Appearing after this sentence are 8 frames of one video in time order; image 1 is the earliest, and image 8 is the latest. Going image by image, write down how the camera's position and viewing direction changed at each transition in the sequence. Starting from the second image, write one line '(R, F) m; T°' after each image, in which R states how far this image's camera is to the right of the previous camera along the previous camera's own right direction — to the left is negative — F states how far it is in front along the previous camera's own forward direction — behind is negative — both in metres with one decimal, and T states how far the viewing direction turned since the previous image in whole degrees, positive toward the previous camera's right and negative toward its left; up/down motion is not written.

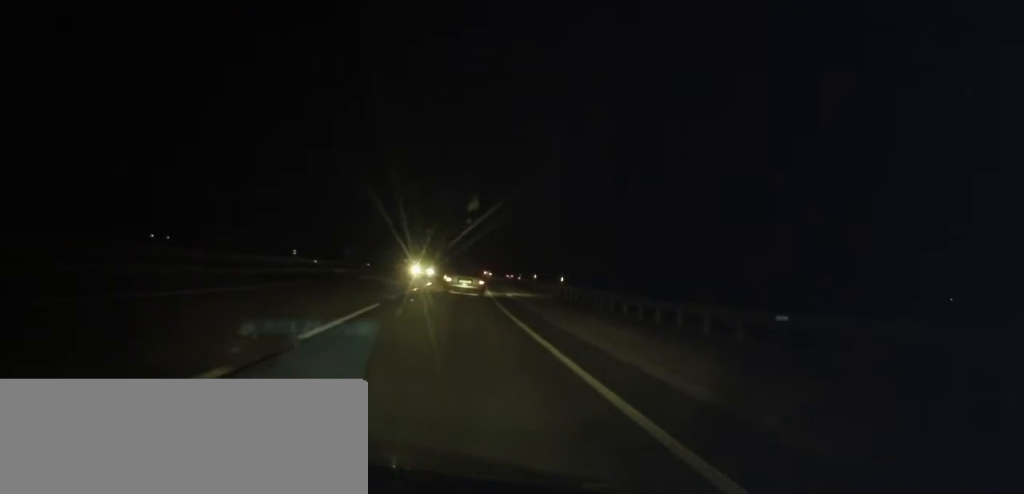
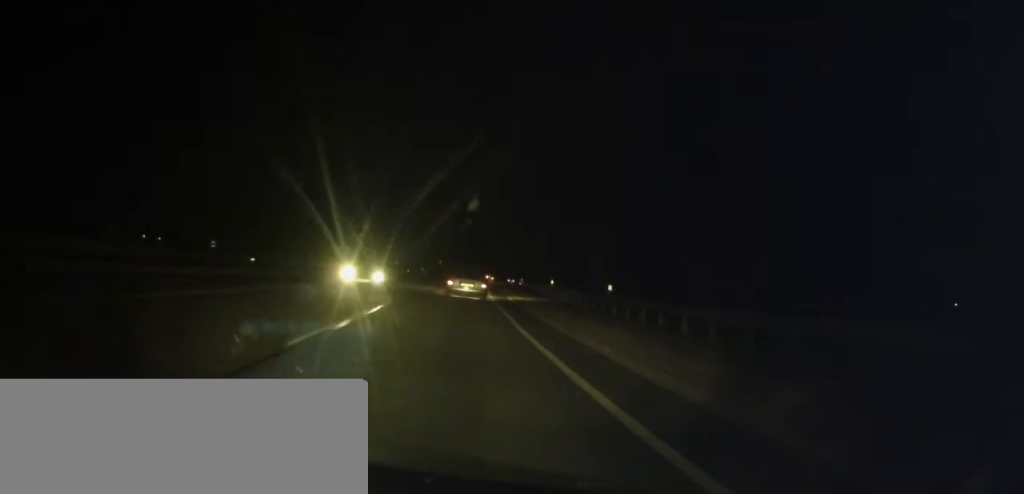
(+0.4, +12.5) m; 0°
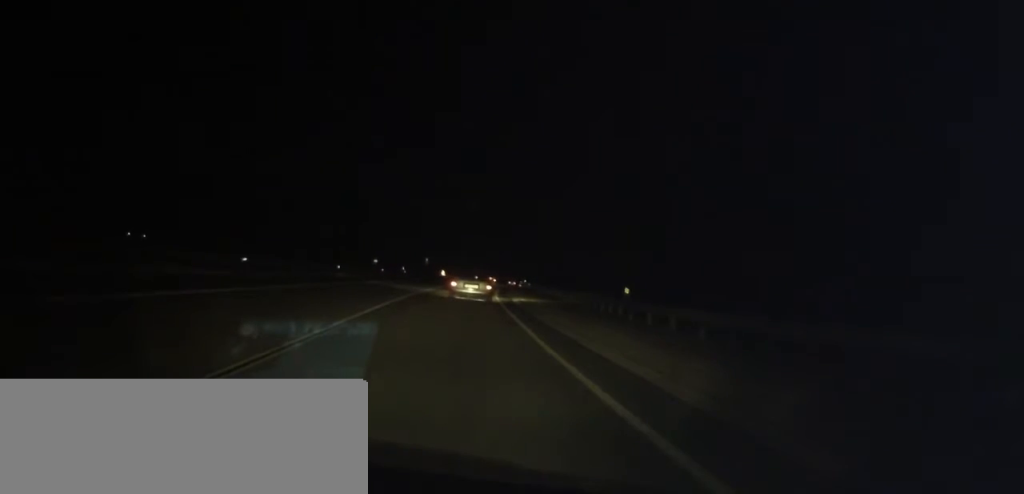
(0.0, +21.2) m; 0°
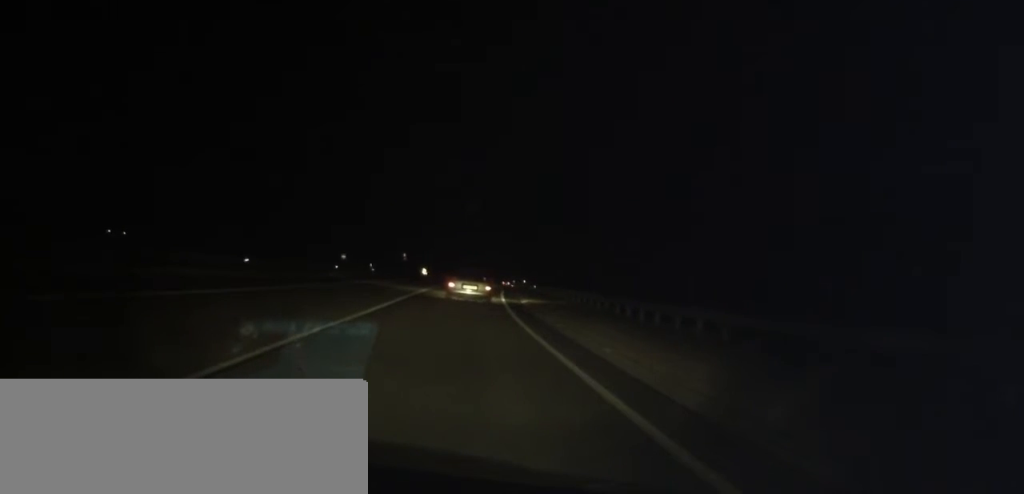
(0.0, +19.0) m; 0°
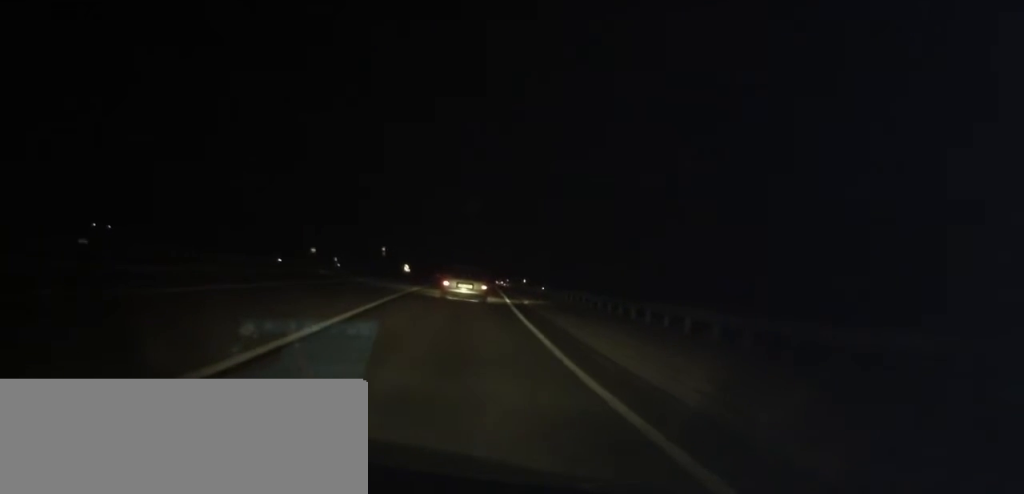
(+0.2, +13.5) m; 0°
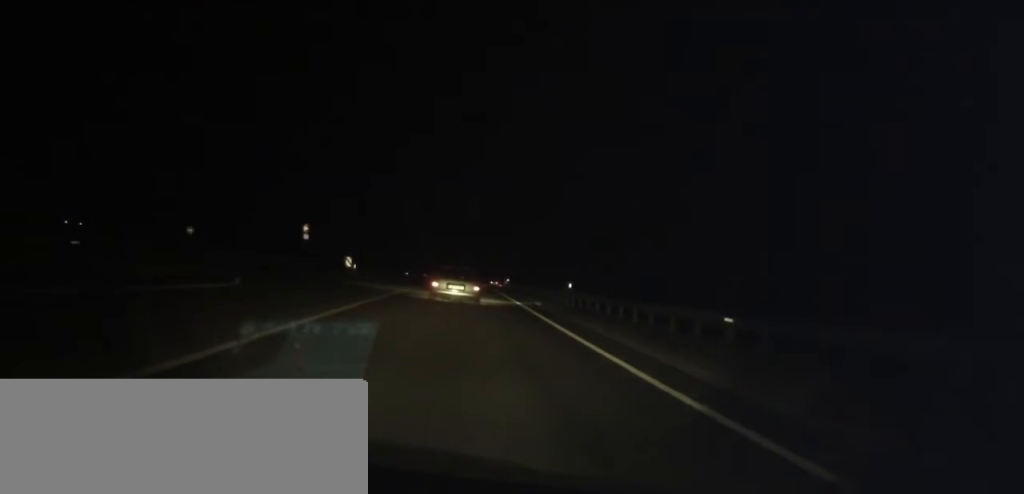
(+0.5, +36.3) m; +3°
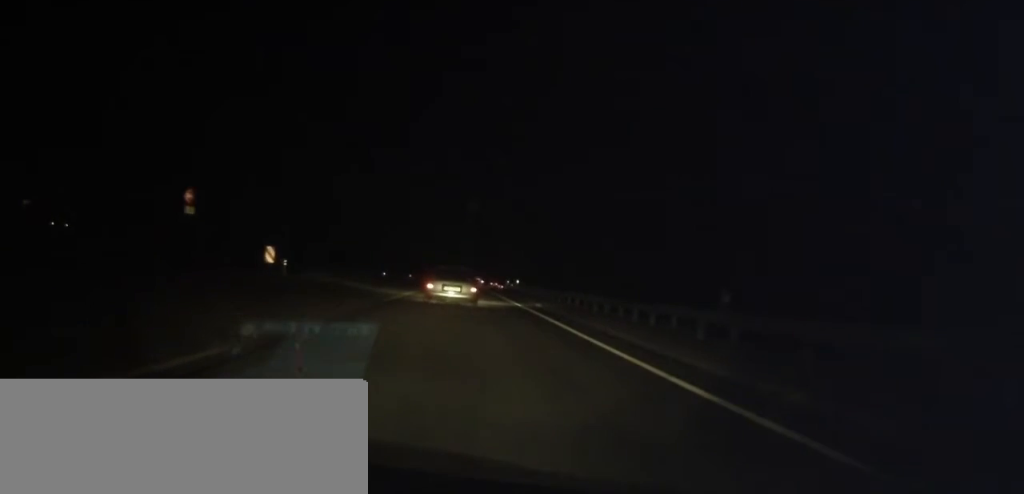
(+0.4, +21.3) m; +1°
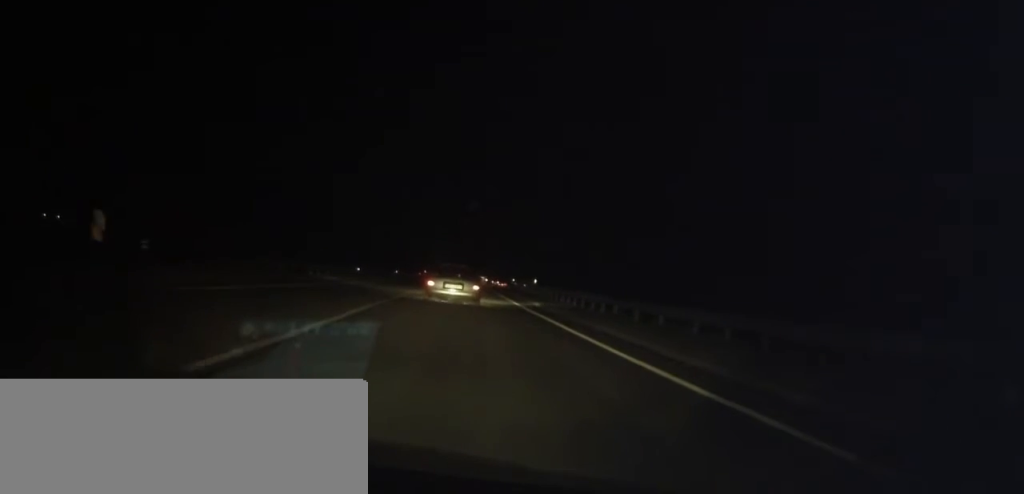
(+0.1, +16.4) m; 0°
